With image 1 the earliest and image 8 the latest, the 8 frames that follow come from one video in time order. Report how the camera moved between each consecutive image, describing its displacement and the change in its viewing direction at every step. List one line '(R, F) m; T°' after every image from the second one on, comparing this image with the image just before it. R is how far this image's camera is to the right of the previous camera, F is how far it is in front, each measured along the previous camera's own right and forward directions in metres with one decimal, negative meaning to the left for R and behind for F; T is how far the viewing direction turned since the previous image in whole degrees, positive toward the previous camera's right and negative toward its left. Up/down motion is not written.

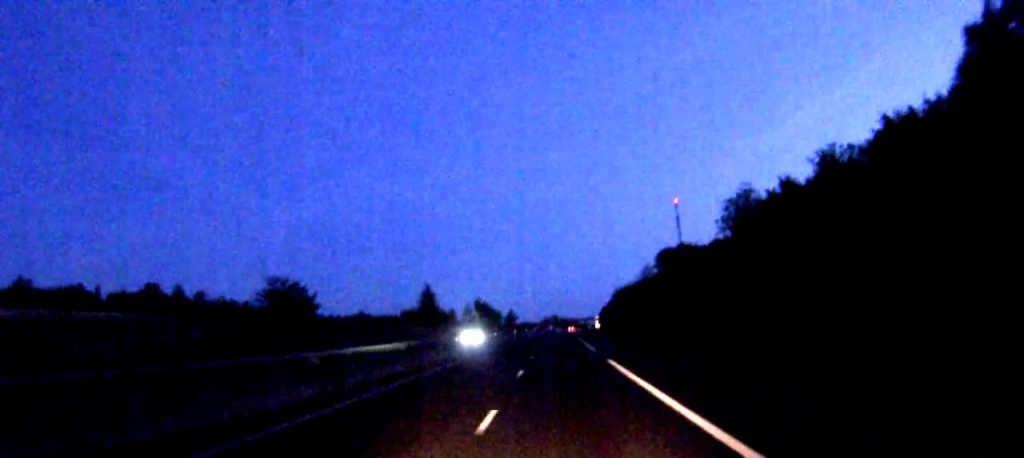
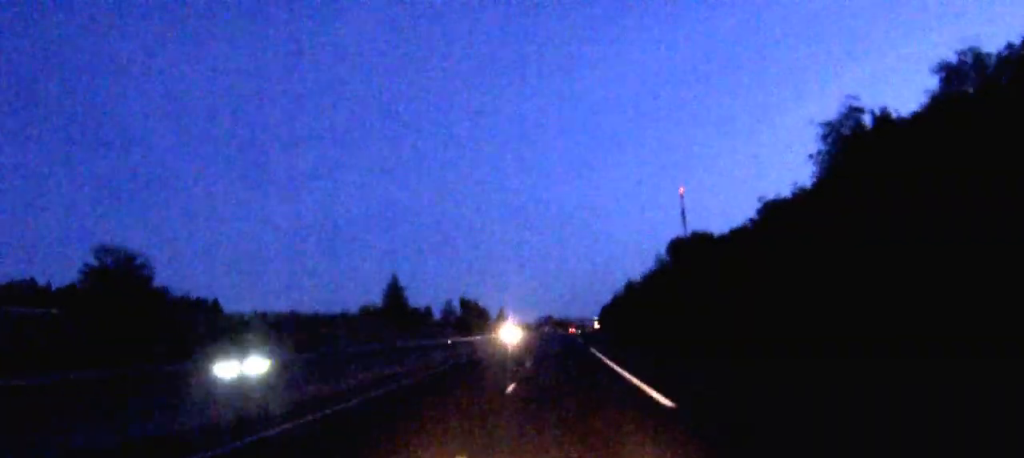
(+0.1, +31.2) m; 0°
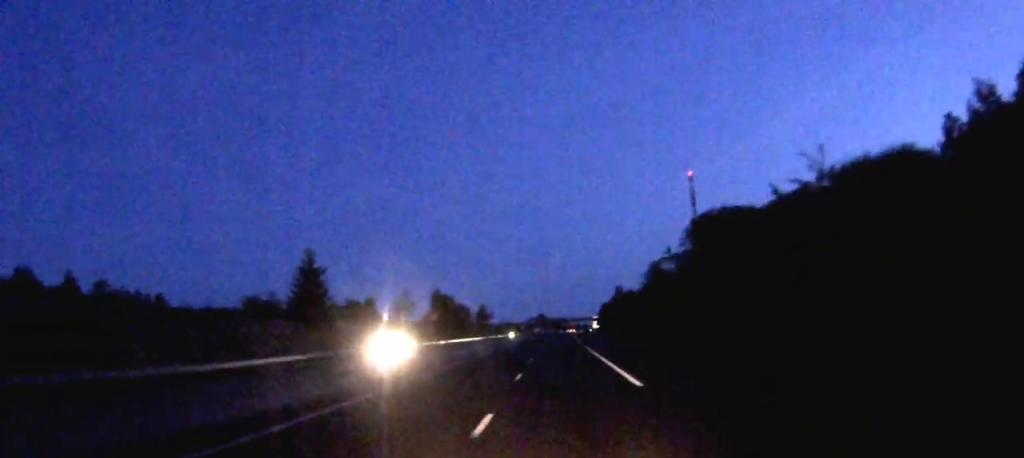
(+0.1, +46.1) m; 0°
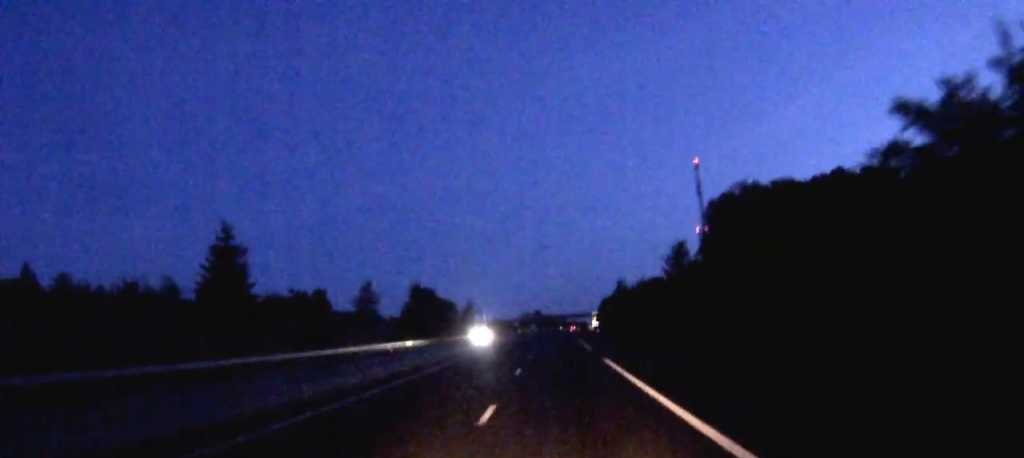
(+0.1, +24.5) m; 0°
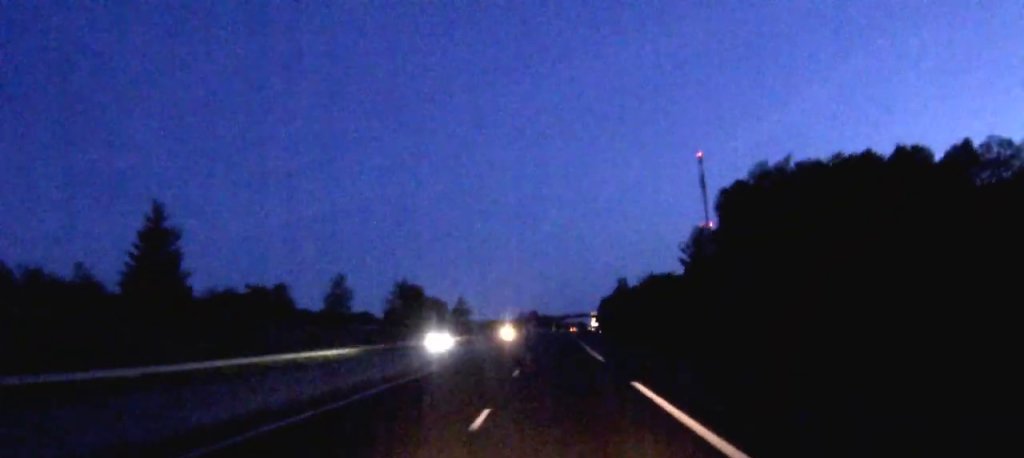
(0.0, +13.5) m; 0°
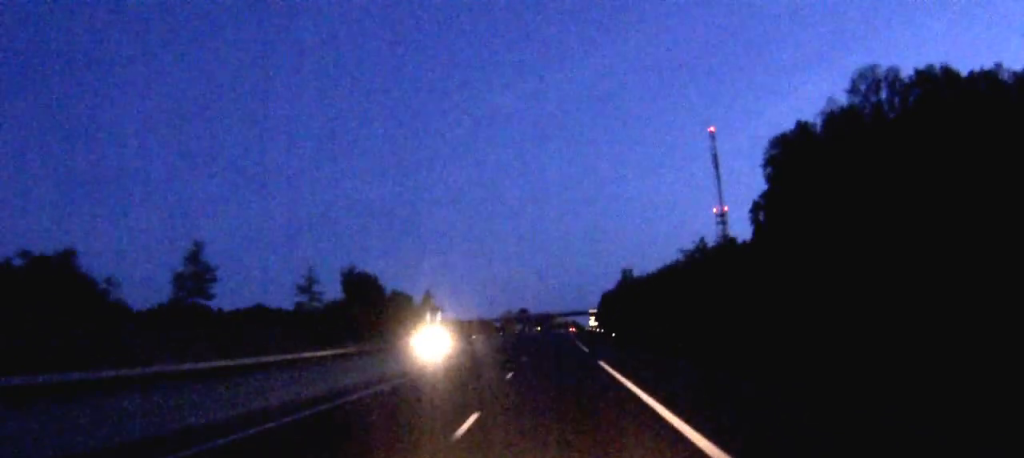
(+0.2, +39.2) m; 0°
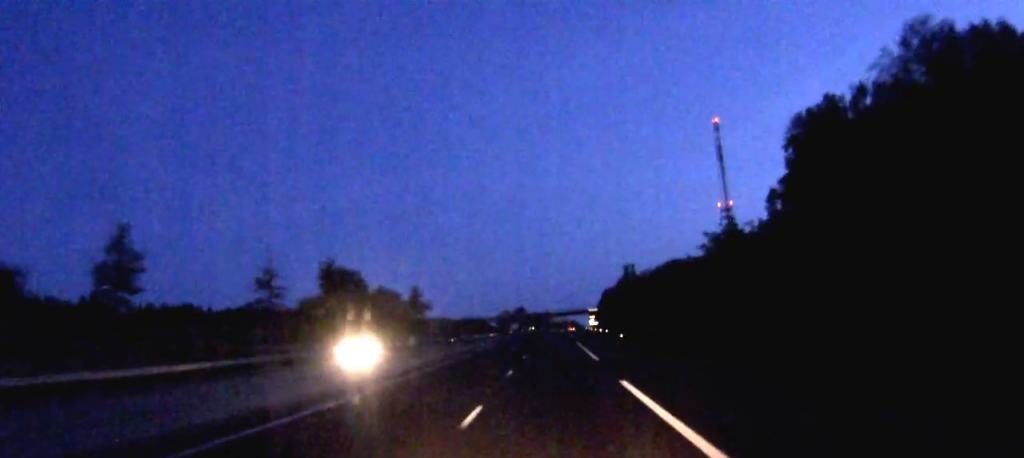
(0.0, +11.6) m; 0°
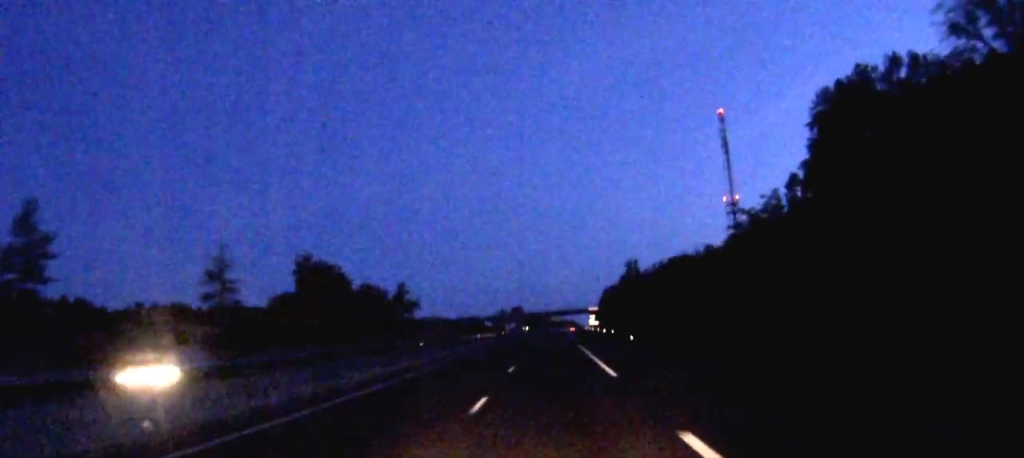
(0.0, +10.7) m; 0°
